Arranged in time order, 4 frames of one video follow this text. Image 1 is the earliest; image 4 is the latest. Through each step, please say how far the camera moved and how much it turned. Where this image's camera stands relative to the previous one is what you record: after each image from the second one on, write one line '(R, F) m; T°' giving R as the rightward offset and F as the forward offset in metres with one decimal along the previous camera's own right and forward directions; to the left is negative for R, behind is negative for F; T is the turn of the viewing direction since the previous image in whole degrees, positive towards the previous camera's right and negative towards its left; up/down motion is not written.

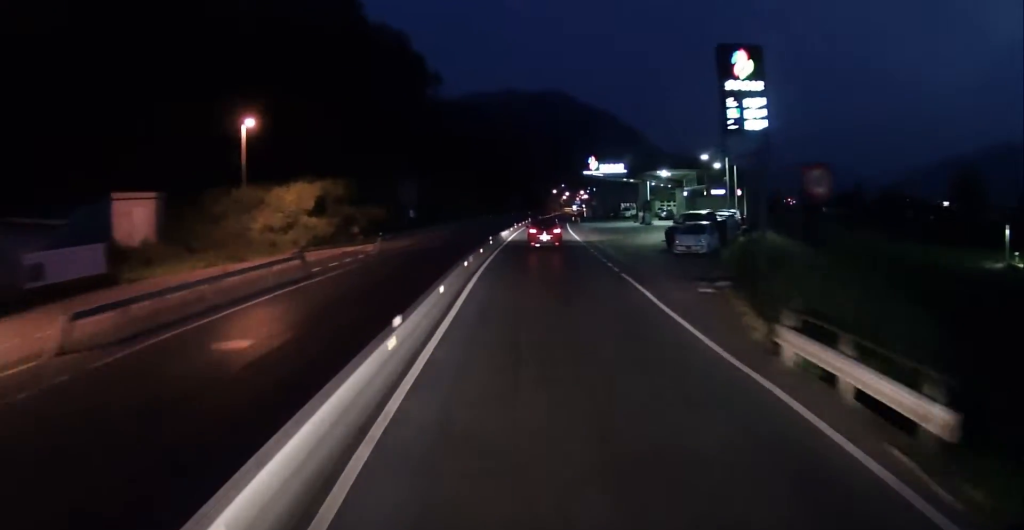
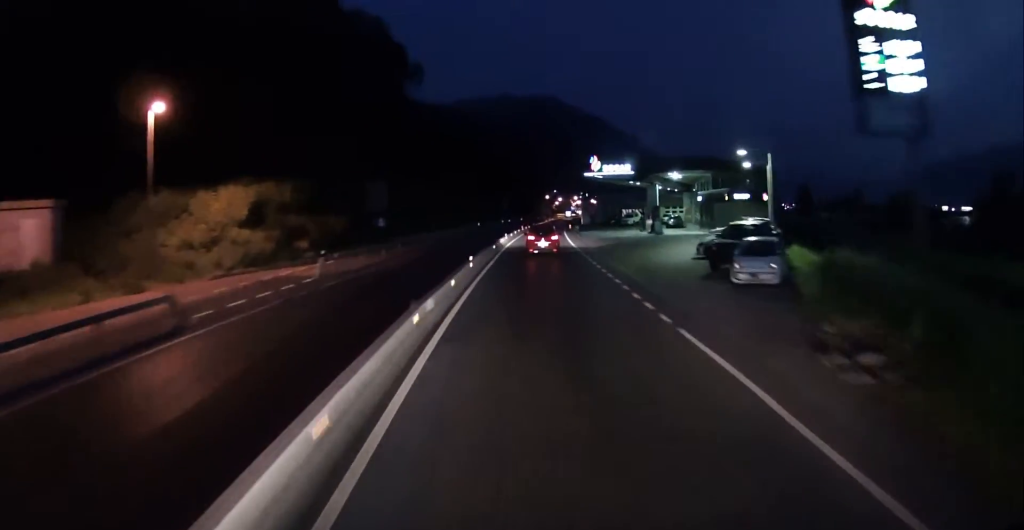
(-0.3, +9.6) m; 0°
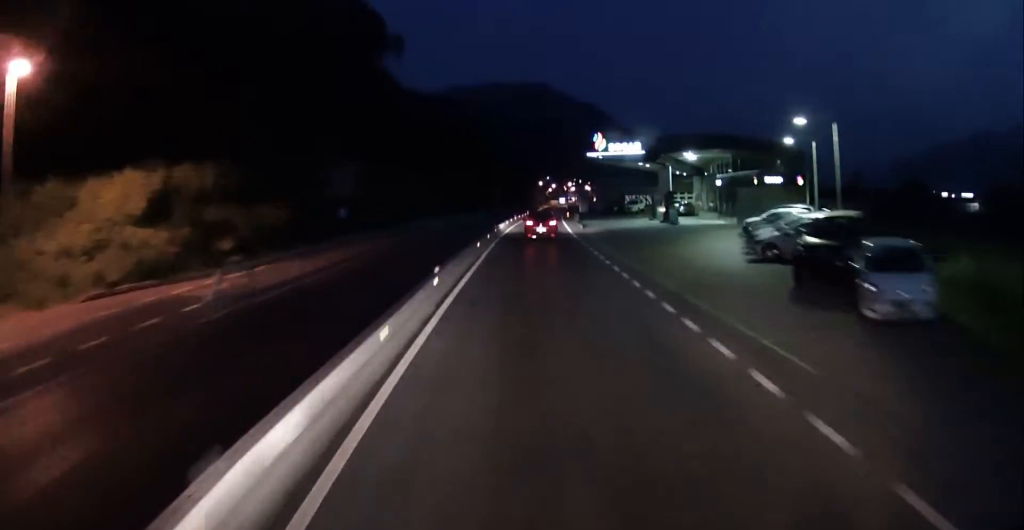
(0.0, +9.0) m; +1°
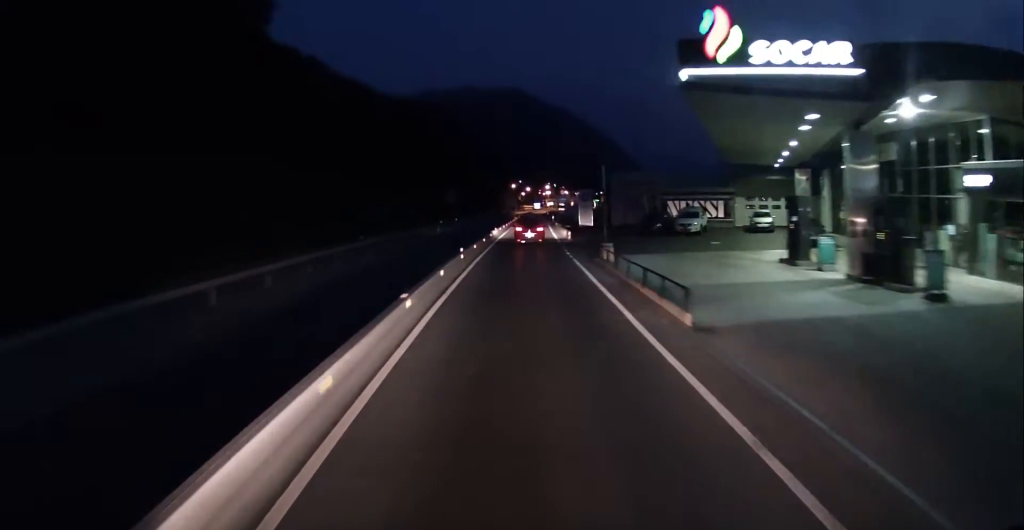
(+1.7, +38.3) m; +5°
